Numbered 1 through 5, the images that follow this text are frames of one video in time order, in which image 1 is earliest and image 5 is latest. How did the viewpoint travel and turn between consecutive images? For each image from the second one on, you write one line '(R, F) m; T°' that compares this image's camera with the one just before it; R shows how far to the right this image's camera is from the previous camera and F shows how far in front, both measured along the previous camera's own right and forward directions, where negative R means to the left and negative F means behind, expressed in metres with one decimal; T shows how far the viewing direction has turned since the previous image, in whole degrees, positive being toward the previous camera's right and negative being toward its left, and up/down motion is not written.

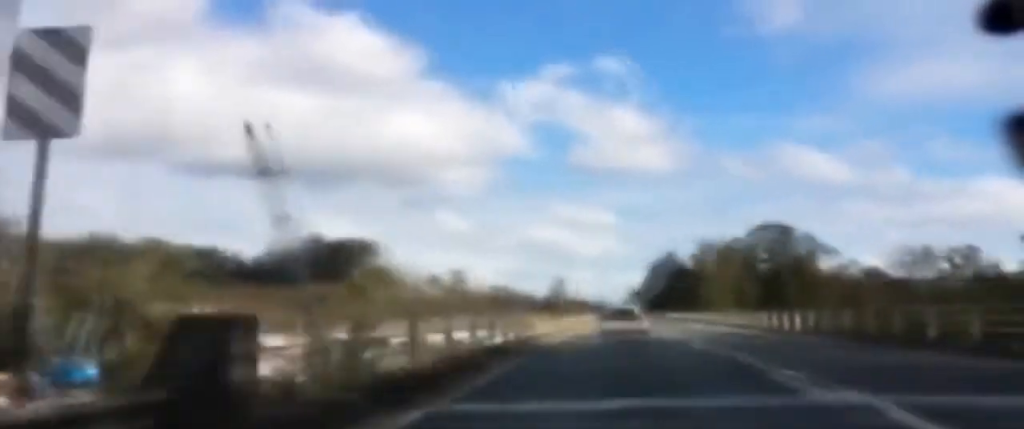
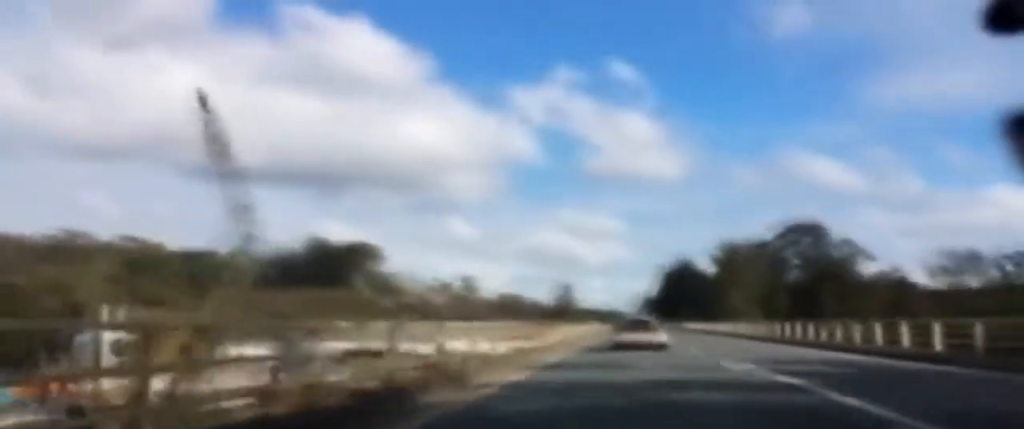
(-0.1, +17.0) m; -1°
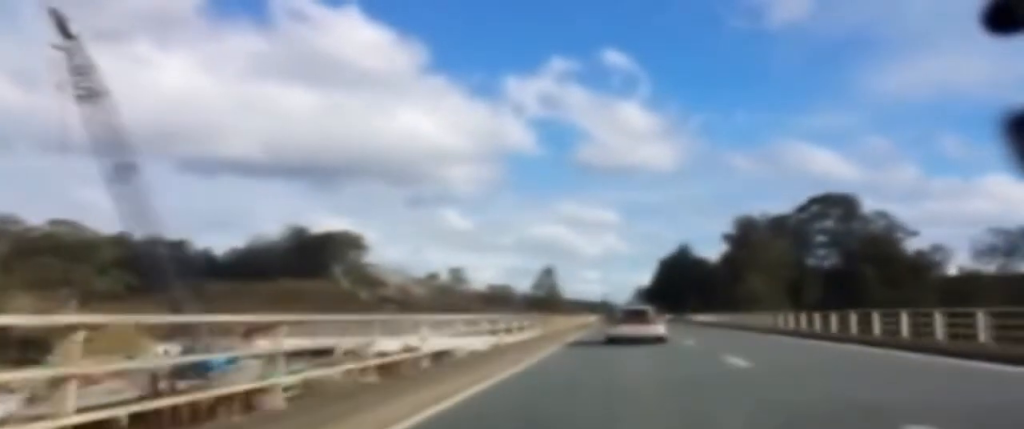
(-0.5, +24.8) m; -1°
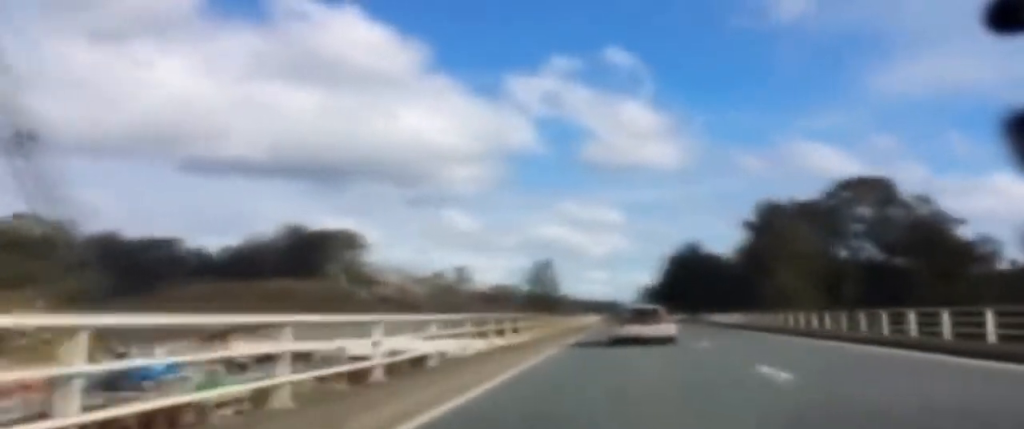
(-0.3, +15.4) m; 0°
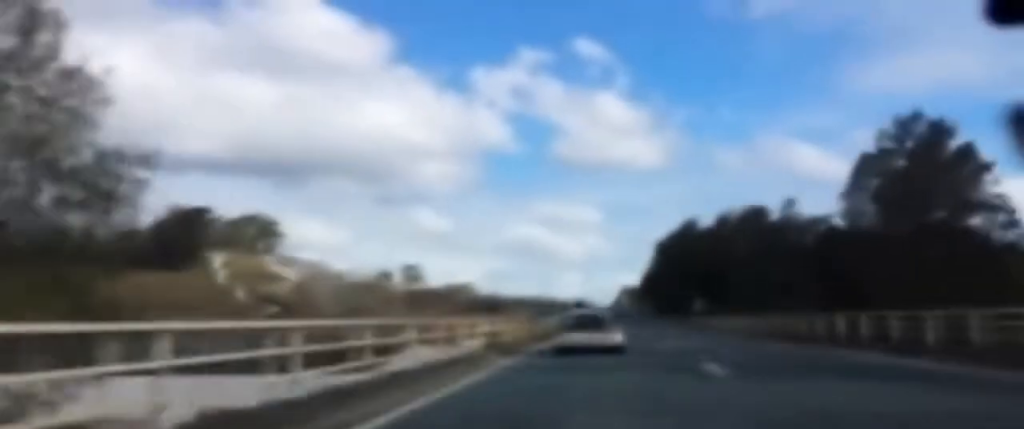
(+3.0, +91.6) m; +2°
